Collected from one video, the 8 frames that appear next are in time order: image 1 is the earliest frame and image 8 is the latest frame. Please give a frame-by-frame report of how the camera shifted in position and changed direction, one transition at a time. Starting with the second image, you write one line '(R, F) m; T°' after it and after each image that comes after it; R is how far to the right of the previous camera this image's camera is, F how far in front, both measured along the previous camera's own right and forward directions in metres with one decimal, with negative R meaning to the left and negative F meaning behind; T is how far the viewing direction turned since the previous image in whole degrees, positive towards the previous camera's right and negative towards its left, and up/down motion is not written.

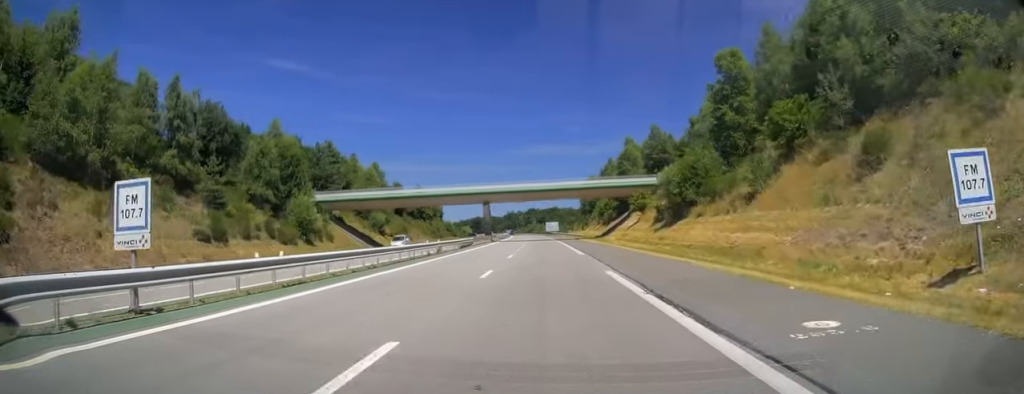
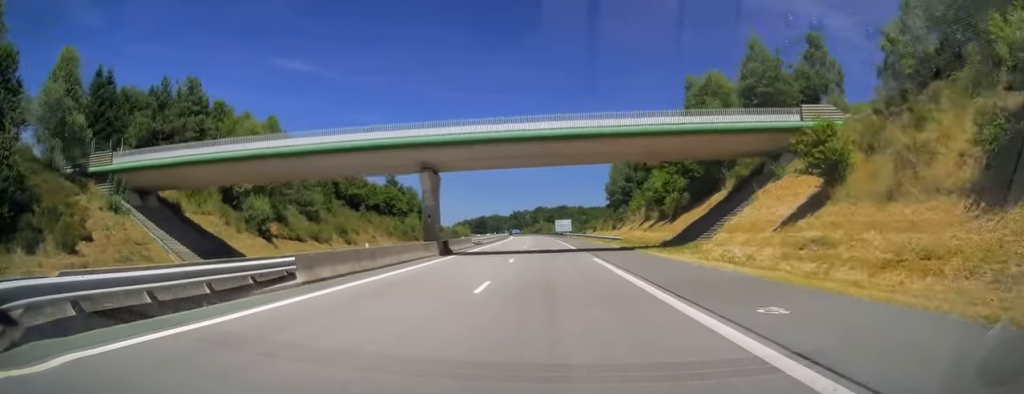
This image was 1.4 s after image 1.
(-0.4, +43.2) m; -1°
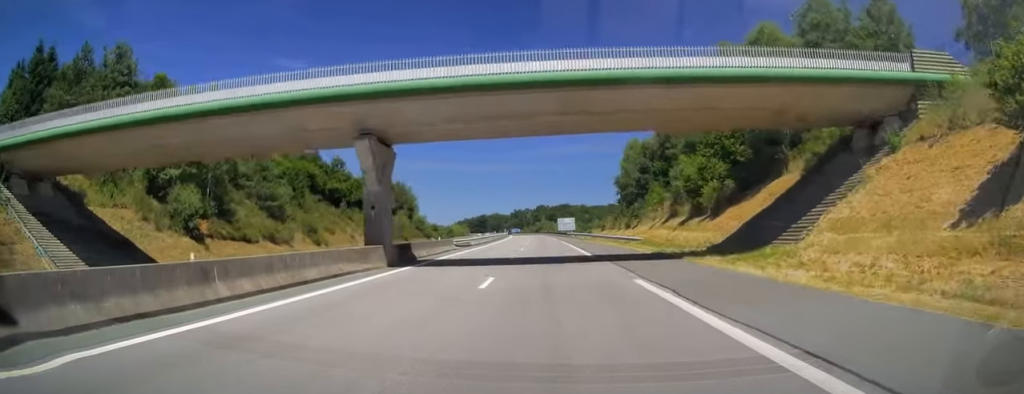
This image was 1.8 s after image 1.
(0.0, +12.1) m; 0°
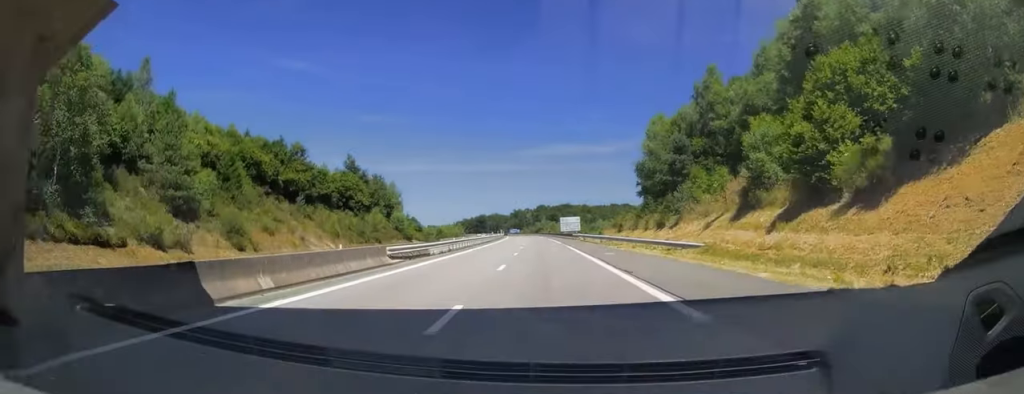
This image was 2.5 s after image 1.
(-0.1, +19.2) m; 0°
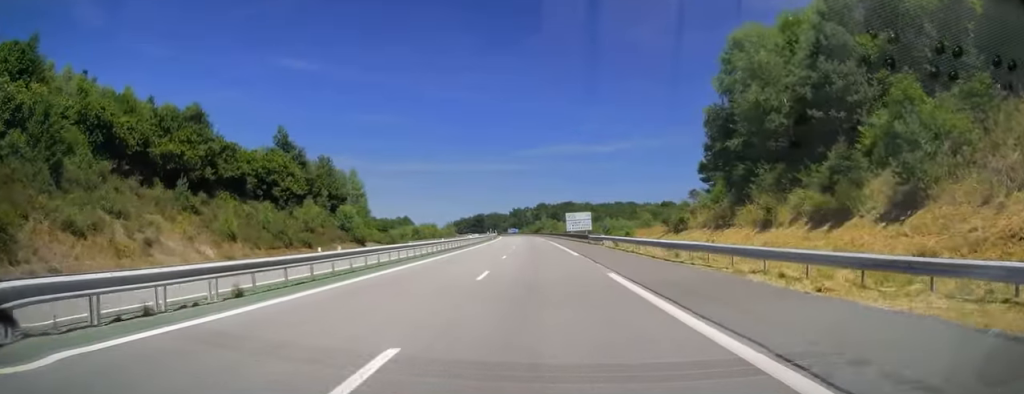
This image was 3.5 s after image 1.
(+0.2, +30.1) m; 0°
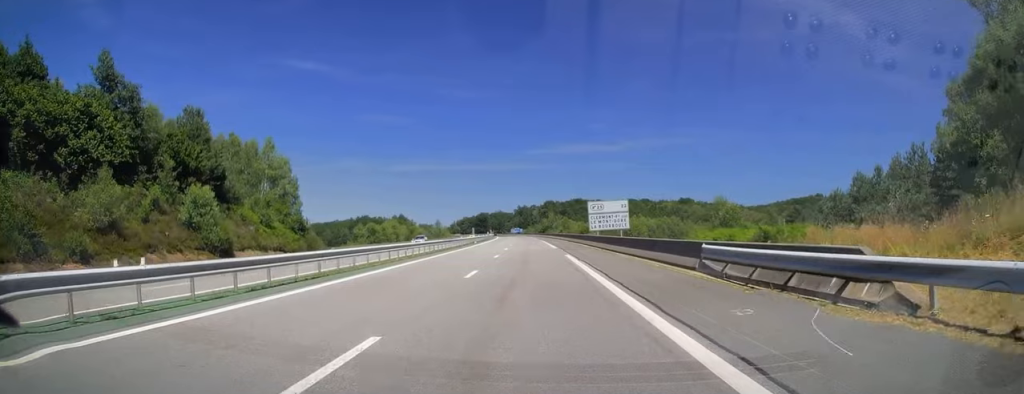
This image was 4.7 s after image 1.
(-0.4, +38.2) m; -1°
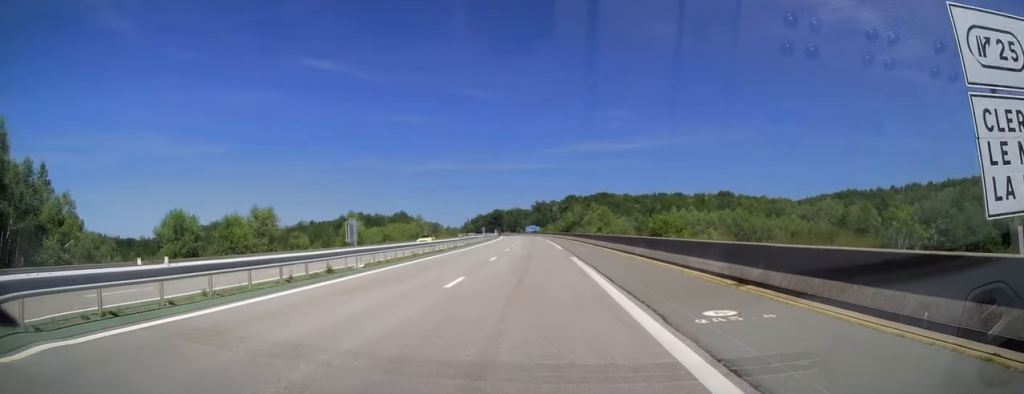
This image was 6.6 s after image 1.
(-0.9, +55.3) m; -1°
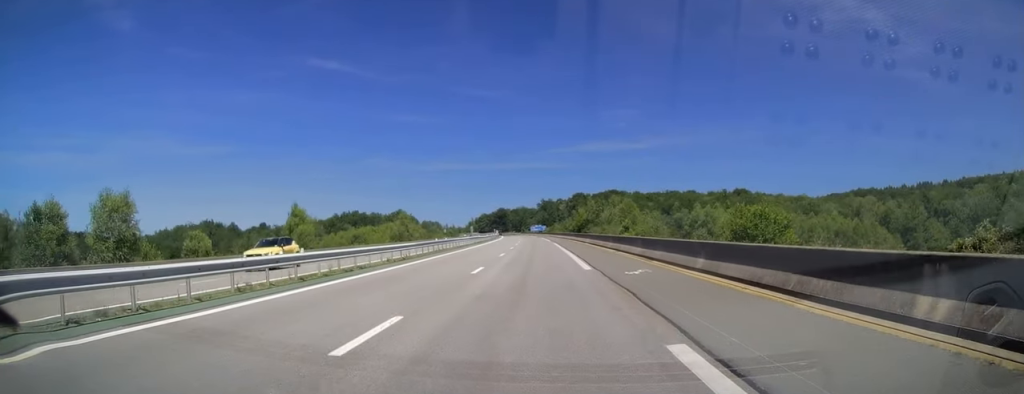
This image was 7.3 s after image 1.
(0.0, +21.1) m; -1°
